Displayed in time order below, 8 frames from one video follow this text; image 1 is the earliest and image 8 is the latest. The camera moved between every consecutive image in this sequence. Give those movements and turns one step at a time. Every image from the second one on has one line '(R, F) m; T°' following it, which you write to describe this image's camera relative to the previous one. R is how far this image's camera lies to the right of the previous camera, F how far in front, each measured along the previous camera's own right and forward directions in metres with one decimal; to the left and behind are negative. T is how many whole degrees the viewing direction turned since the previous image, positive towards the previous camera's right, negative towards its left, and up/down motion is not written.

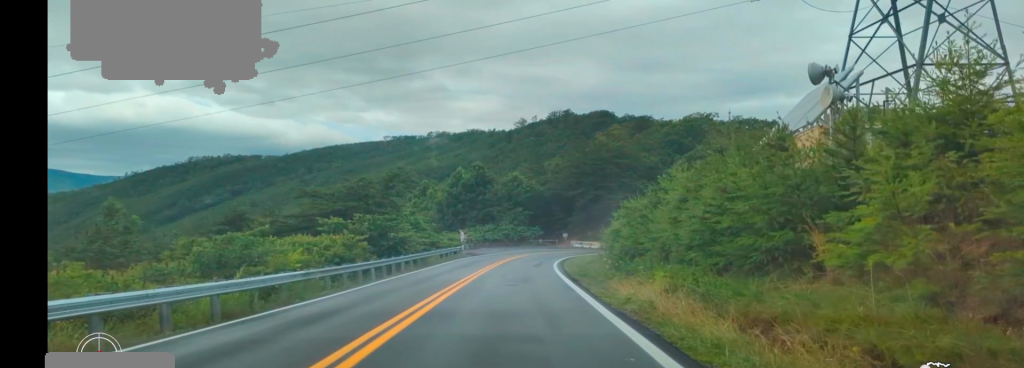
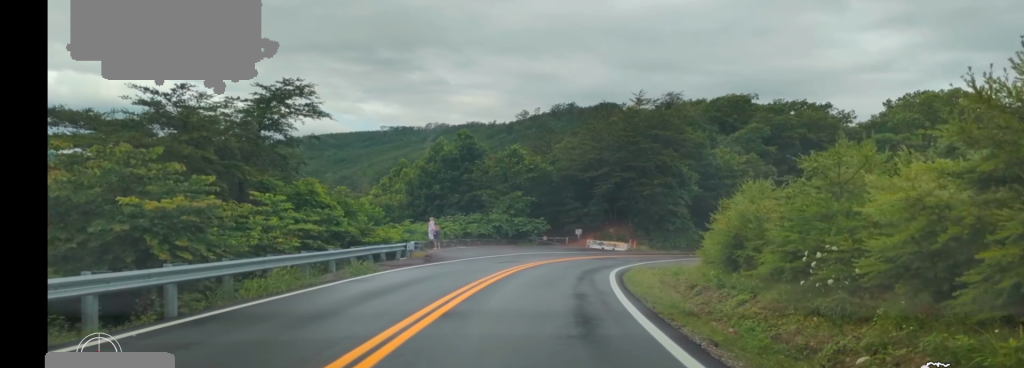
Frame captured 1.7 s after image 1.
(+0.1, +23.8) m; +2°
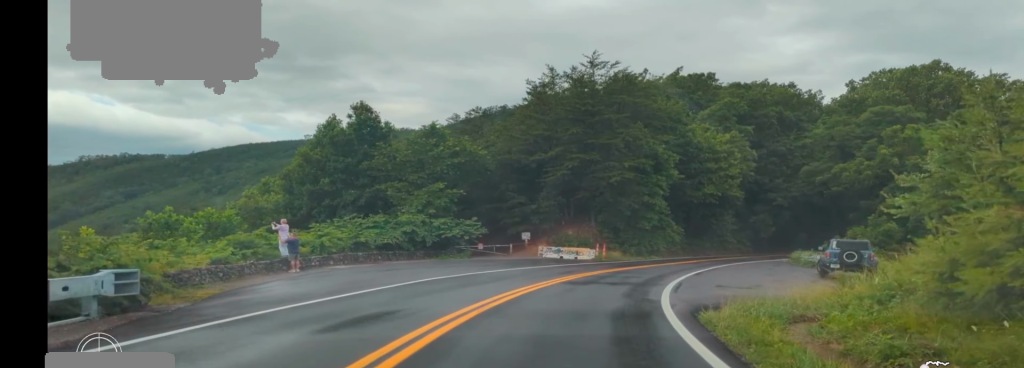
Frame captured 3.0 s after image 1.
(+0.8, +17.3) m; +7°
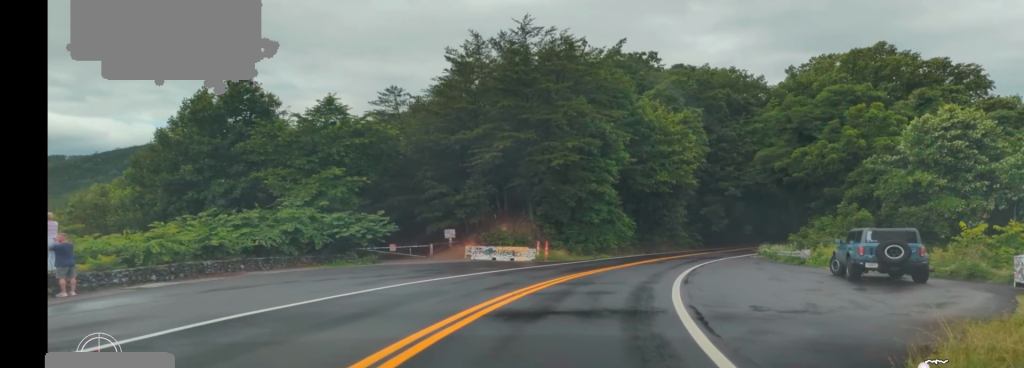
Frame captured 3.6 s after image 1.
(+0.3, +8.5) m; +5°
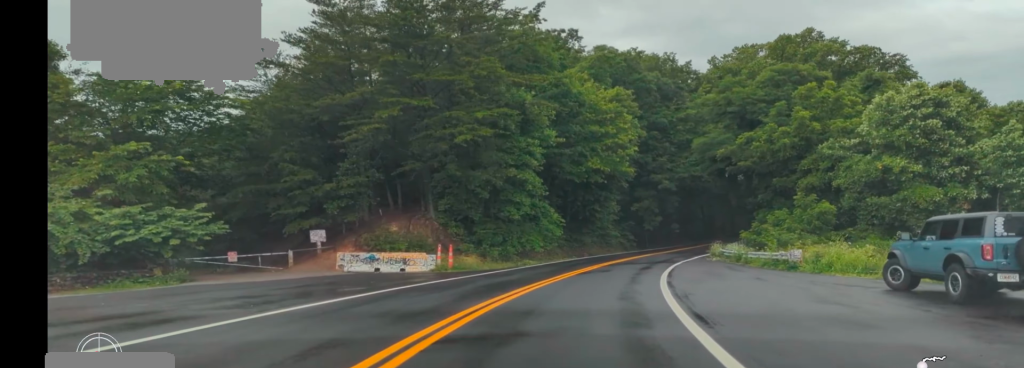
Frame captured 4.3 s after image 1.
(+0.2, +9.6) m; +7°
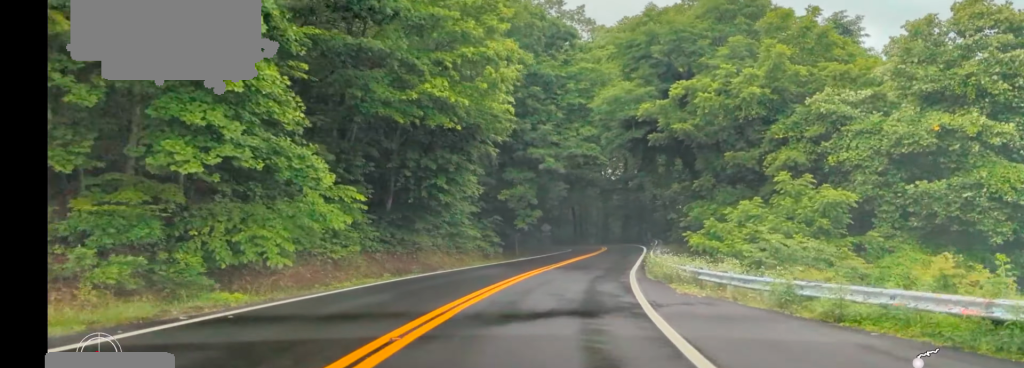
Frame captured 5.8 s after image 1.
(+2.8, +20.0) m; +13°
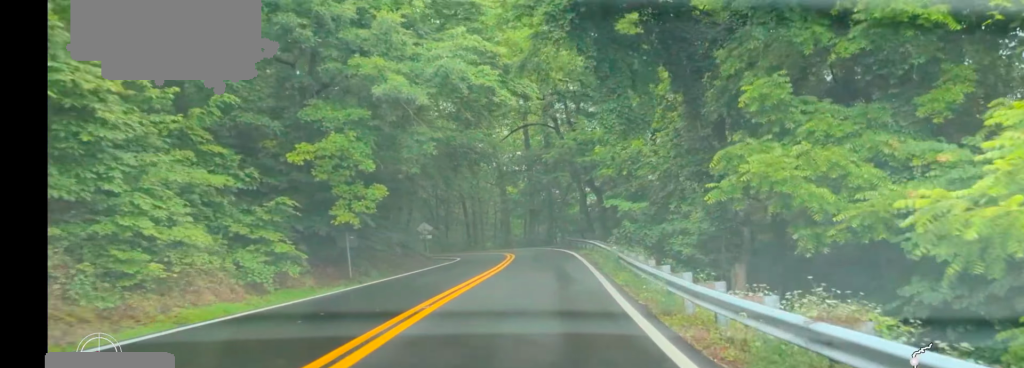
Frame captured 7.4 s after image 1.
(+1.9, +20.5) m; +9°
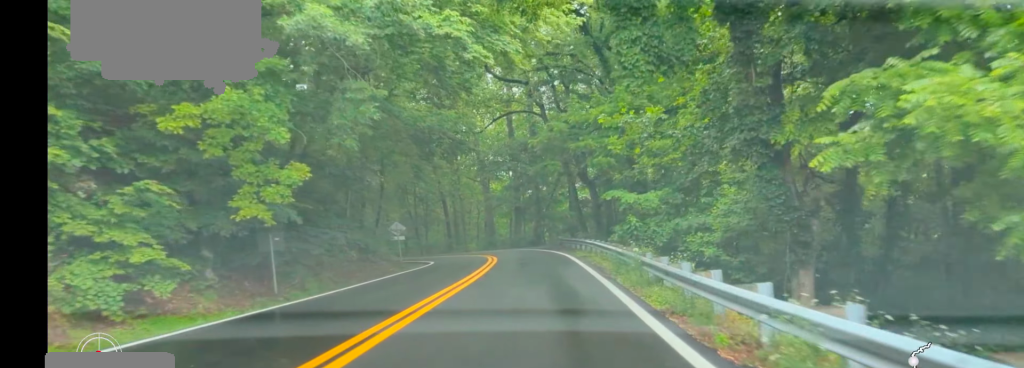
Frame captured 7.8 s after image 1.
(+0.1, +5.5) m; +1°
